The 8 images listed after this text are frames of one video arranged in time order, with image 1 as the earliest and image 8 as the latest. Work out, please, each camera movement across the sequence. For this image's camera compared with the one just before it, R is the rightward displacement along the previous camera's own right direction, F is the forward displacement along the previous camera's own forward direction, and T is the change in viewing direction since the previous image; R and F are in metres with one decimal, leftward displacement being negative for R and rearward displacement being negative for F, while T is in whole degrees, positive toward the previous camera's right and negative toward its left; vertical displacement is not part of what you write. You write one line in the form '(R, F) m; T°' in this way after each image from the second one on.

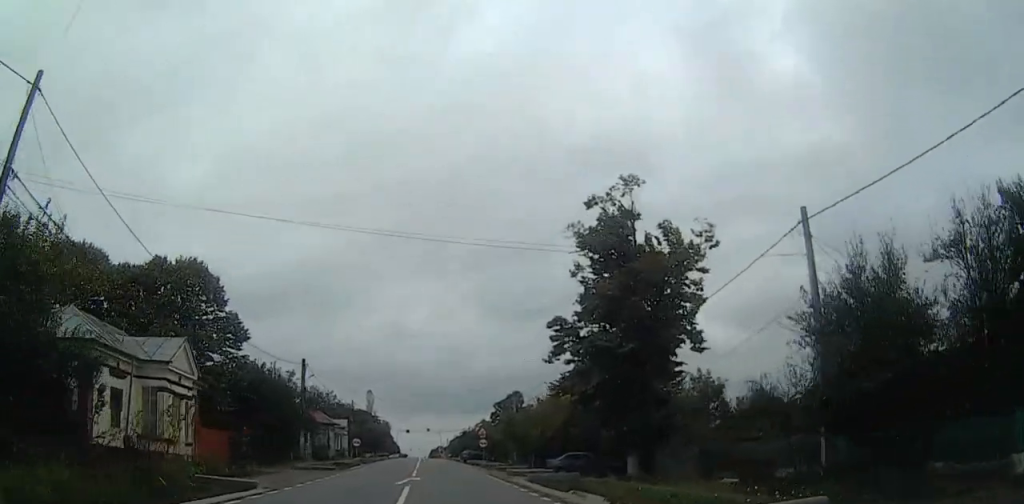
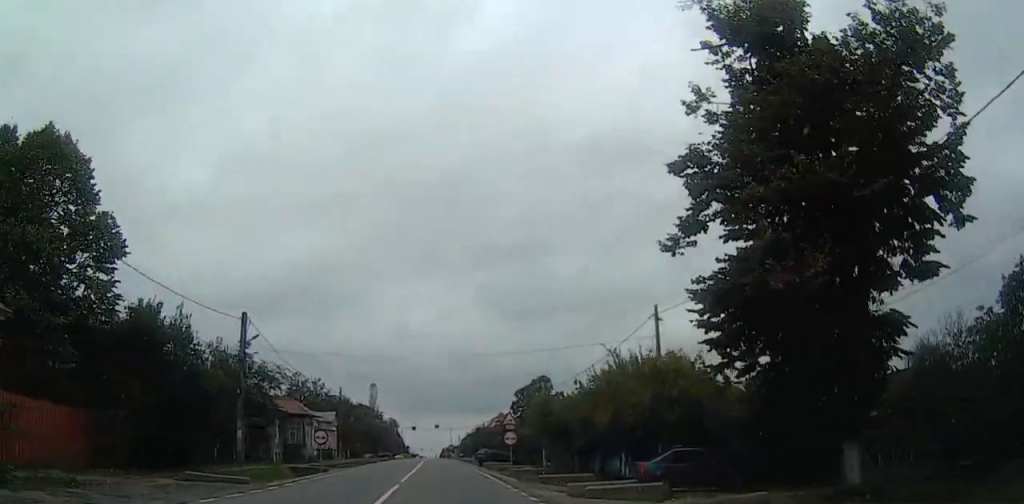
(+0.2, +18.0) m; 0°
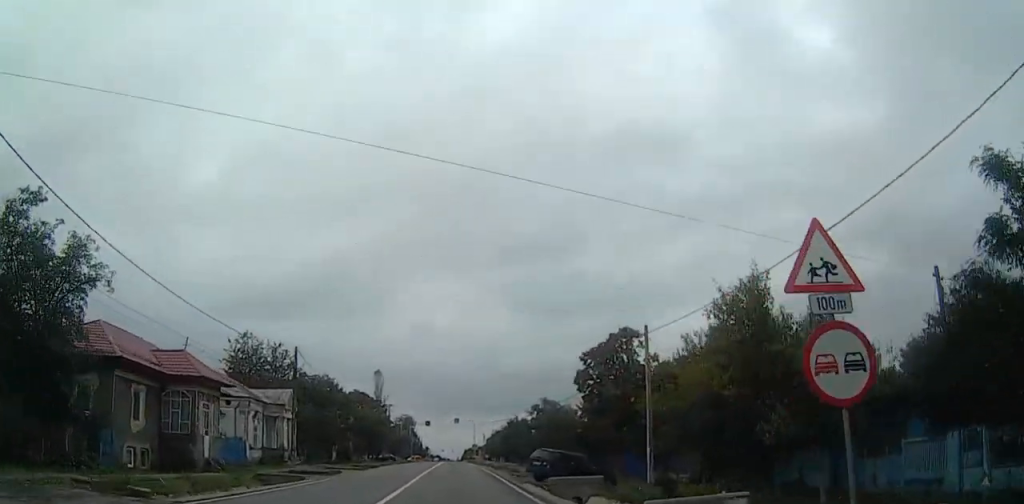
(-0.3, +30.2) m; -1°
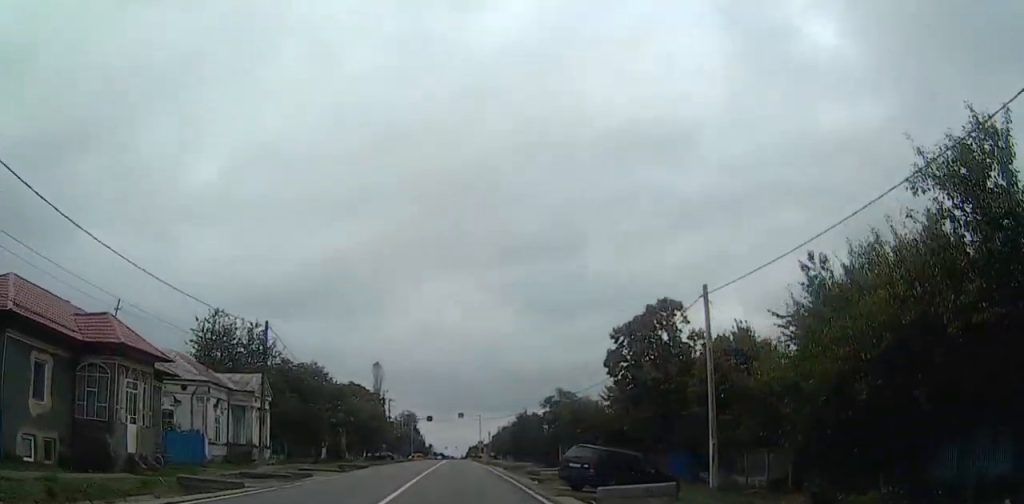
(-0.1, +8.6) m; 0°
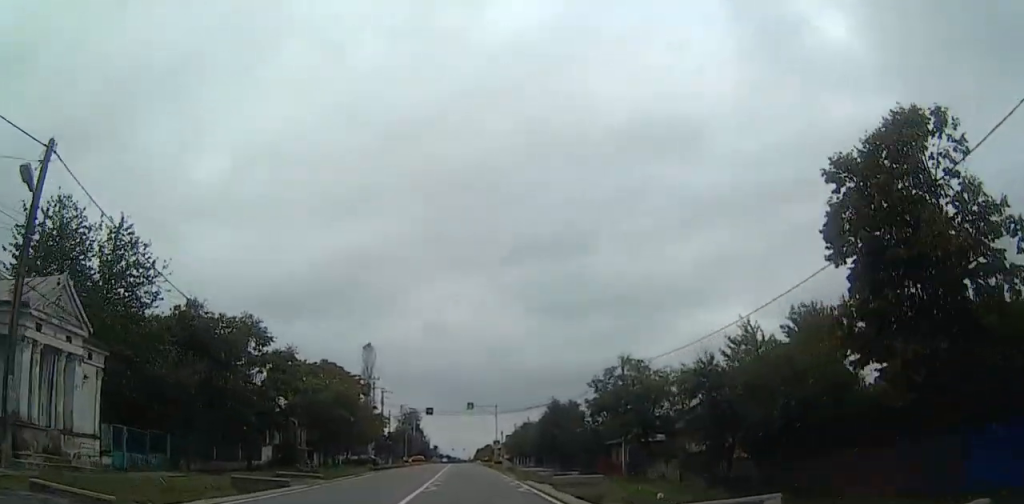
(+0.3, +23.7) m; +1°
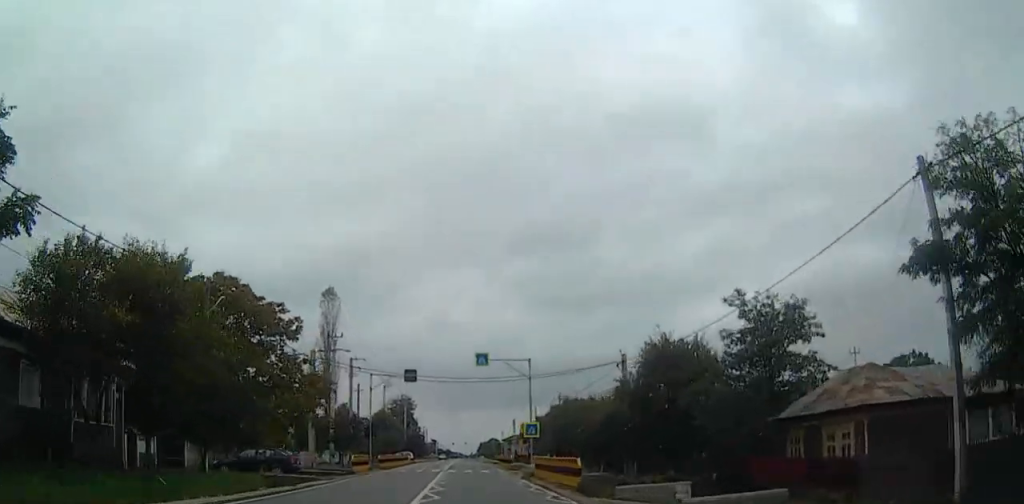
(-0.3, +33.2) m; -1°
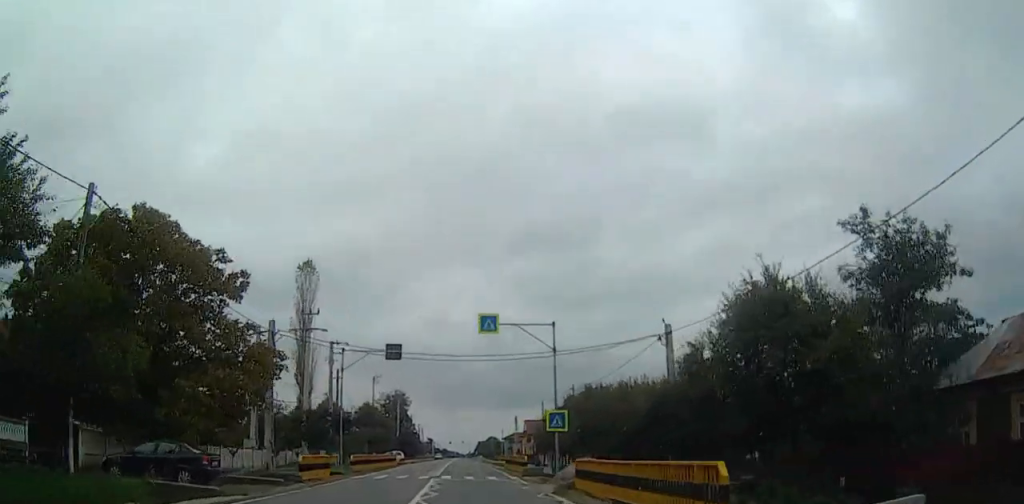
(-0.1, +10.9) m; 0°
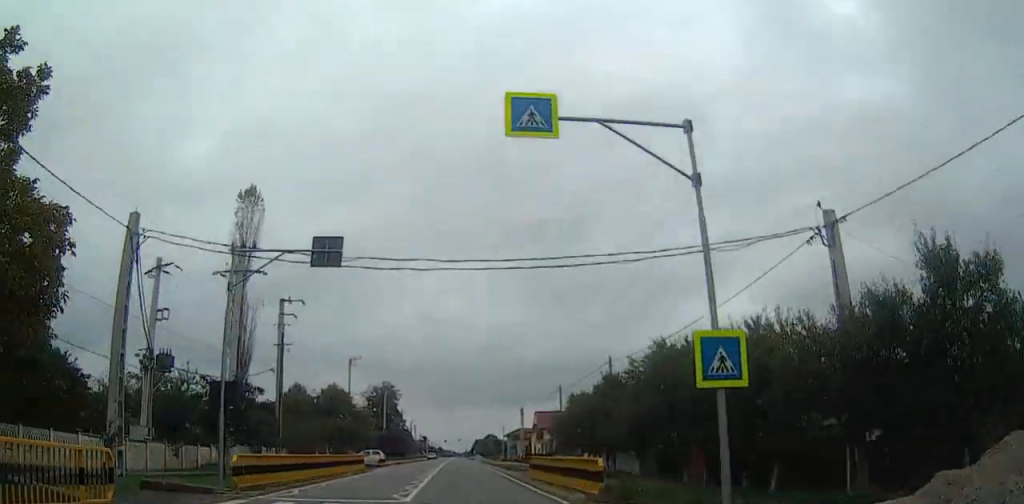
(+0.2, +18.2) m; 0°
